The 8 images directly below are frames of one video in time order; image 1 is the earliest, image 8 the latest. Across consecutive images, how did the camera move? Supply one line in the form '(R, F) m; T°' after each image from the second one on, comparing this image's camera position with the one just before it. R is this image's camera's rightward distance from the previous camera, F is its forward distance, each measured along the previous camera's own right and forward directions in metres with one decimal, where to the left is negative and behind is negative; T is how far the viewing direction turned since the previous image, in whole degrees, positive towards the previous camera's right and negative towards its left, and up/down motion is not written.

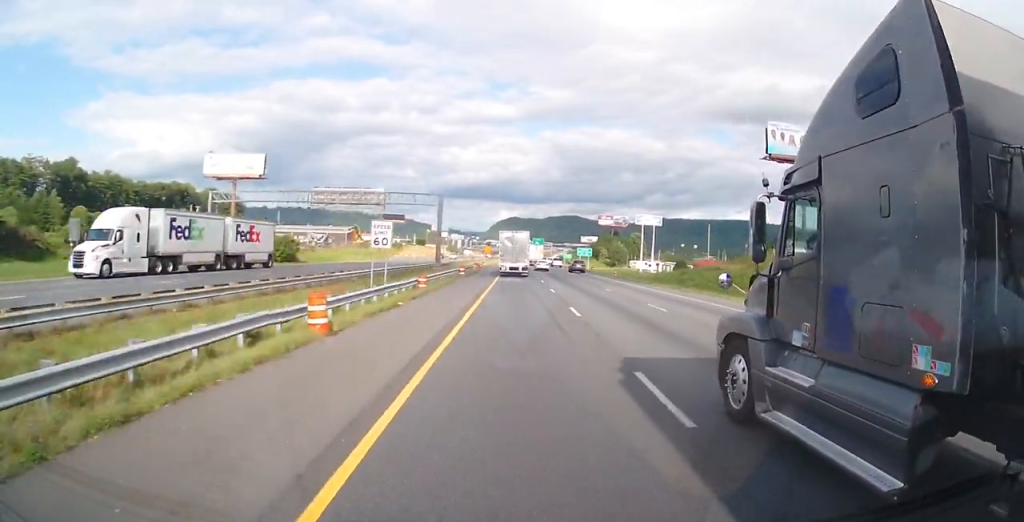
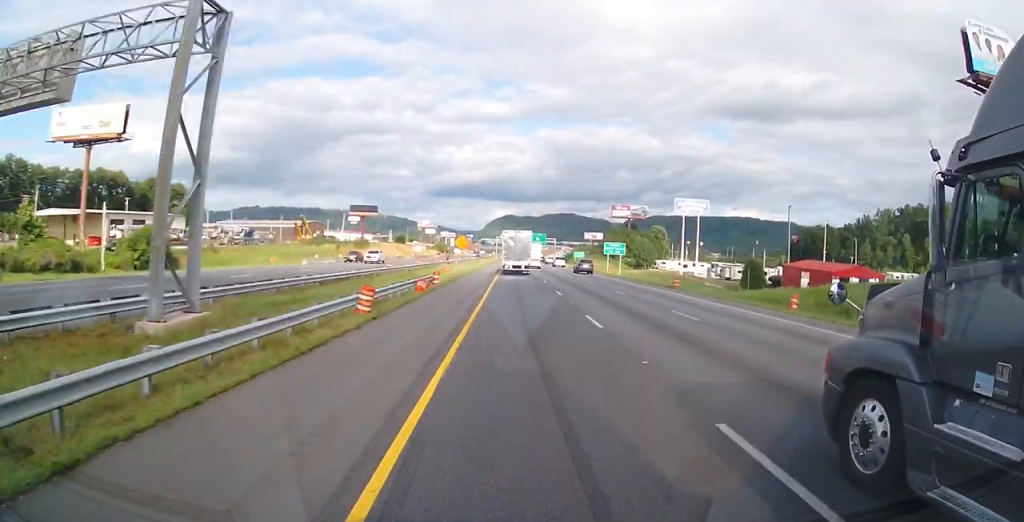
(-1.1, +51.6) m; -1°
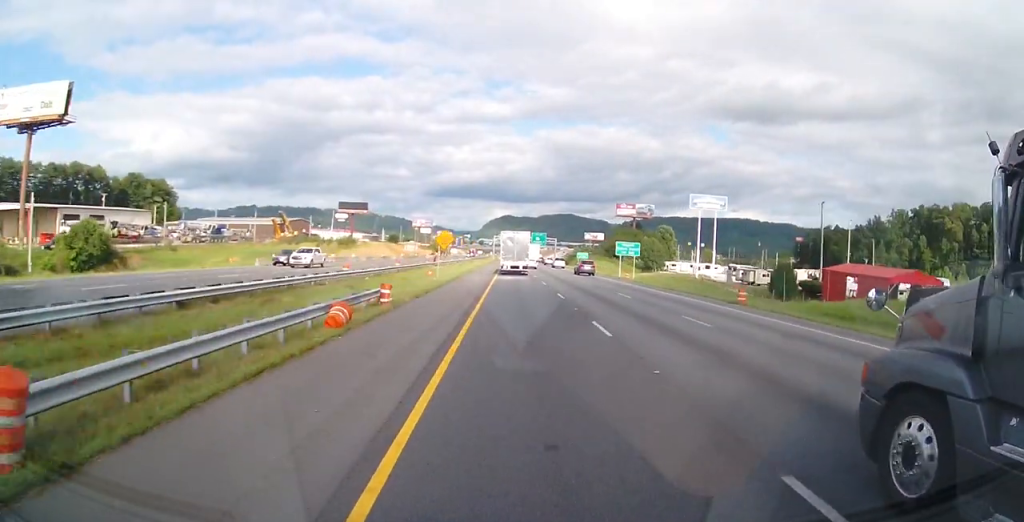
(+0.2, +13.6) m; +1°
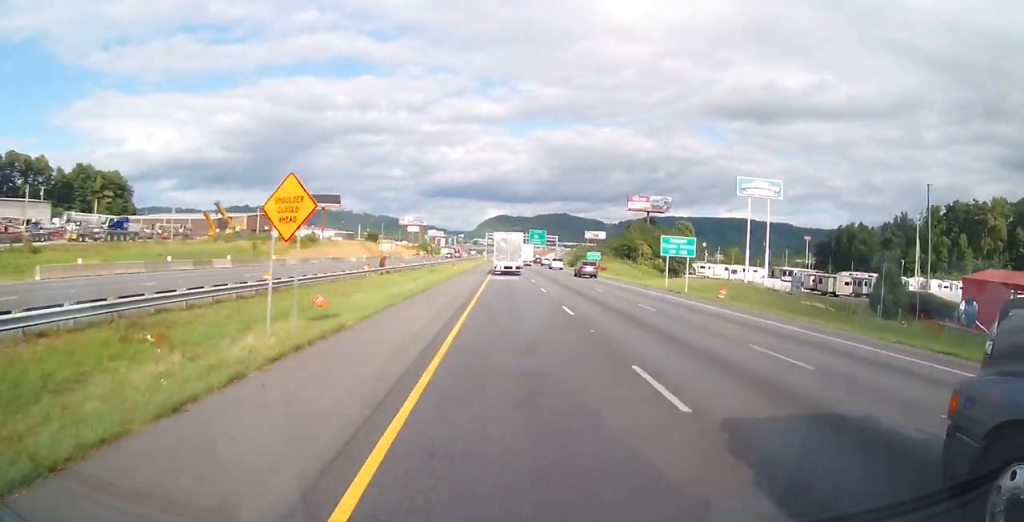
(+0.4, +30.9) m; +1°
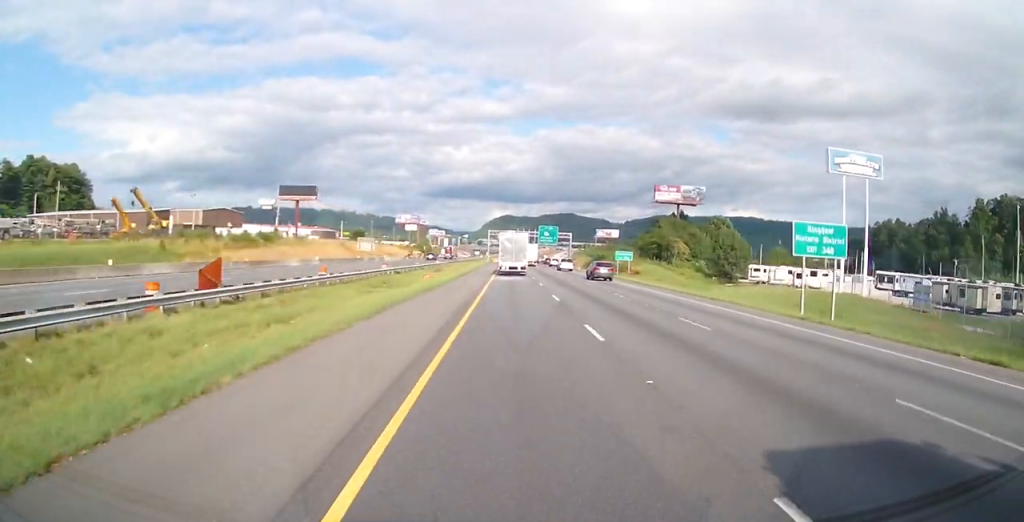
(+0.2, +29.9) m; 0°
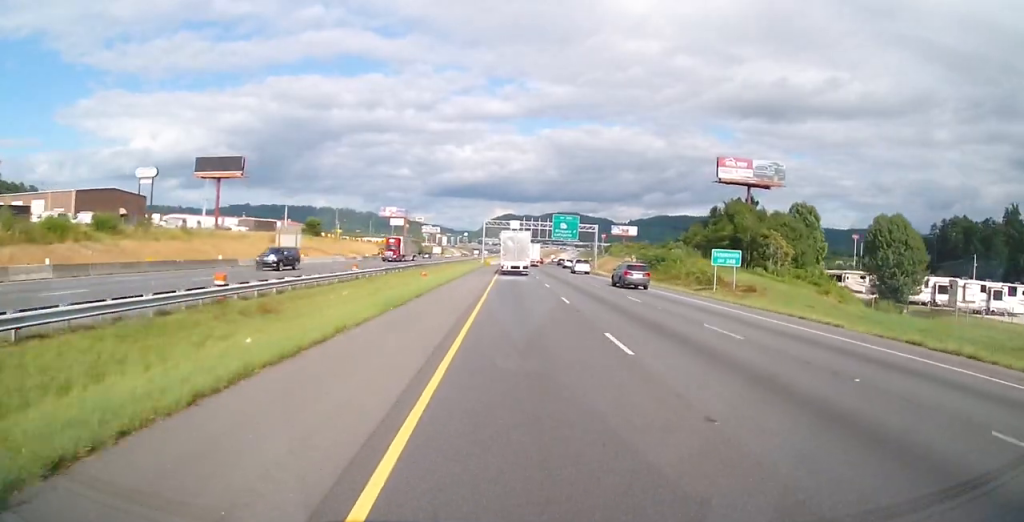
(-0.1, +49.7) m; 0°
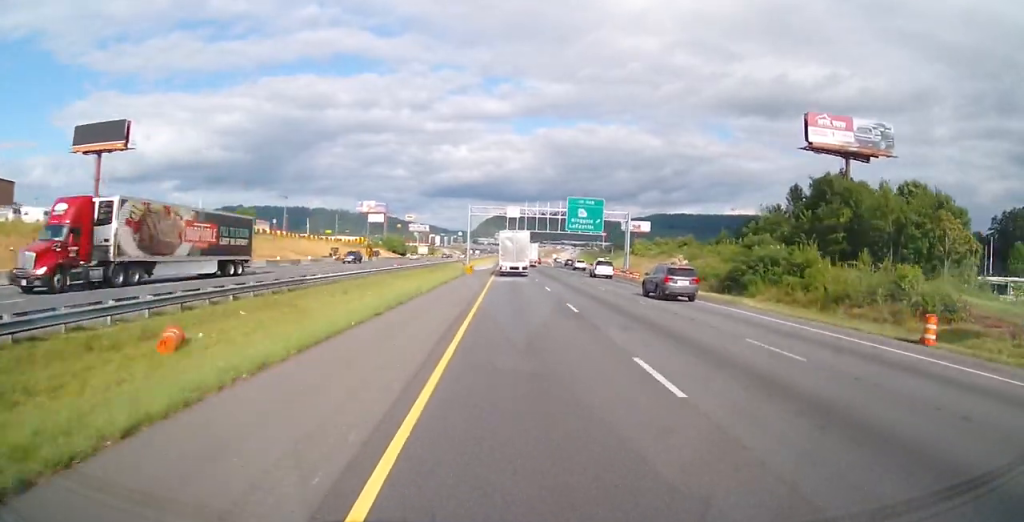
(+0.1, +39.2) m; +1°
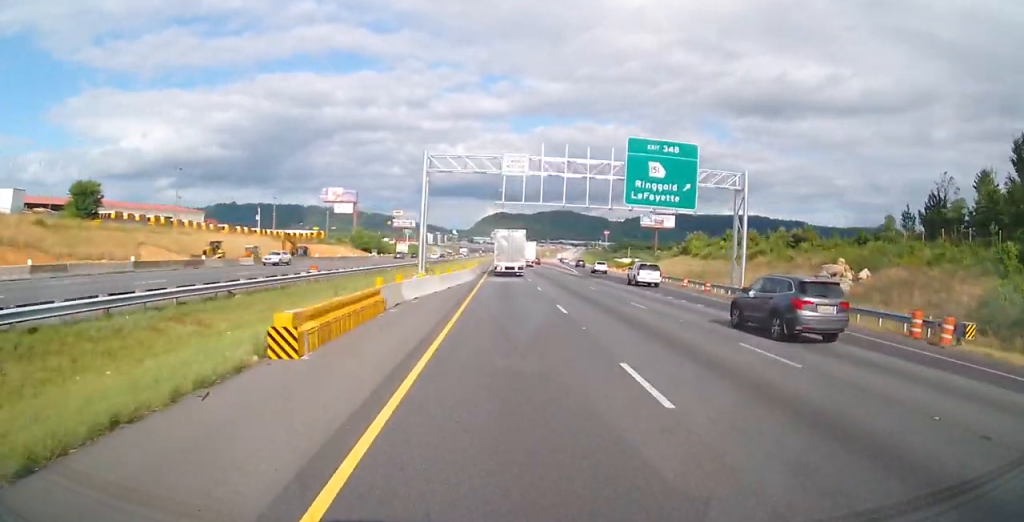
(0.0, +48.6) m; 0°
